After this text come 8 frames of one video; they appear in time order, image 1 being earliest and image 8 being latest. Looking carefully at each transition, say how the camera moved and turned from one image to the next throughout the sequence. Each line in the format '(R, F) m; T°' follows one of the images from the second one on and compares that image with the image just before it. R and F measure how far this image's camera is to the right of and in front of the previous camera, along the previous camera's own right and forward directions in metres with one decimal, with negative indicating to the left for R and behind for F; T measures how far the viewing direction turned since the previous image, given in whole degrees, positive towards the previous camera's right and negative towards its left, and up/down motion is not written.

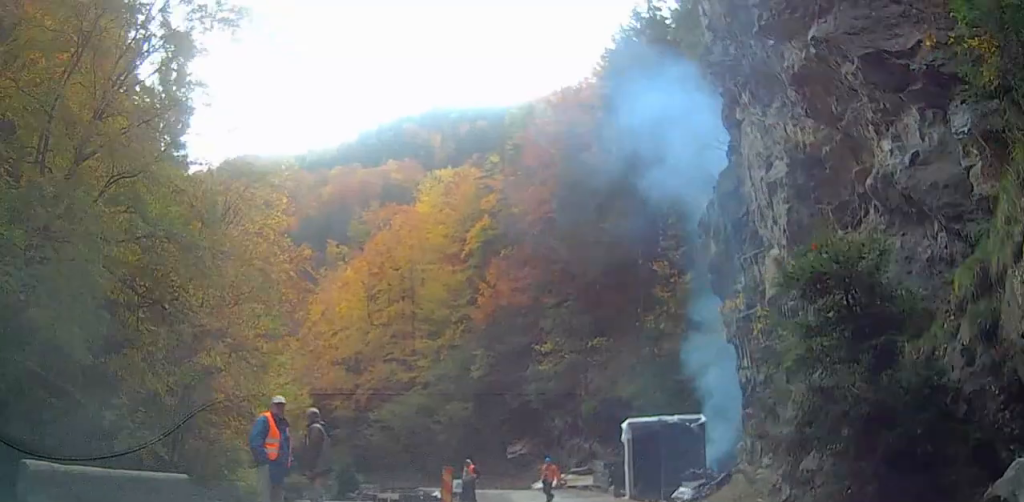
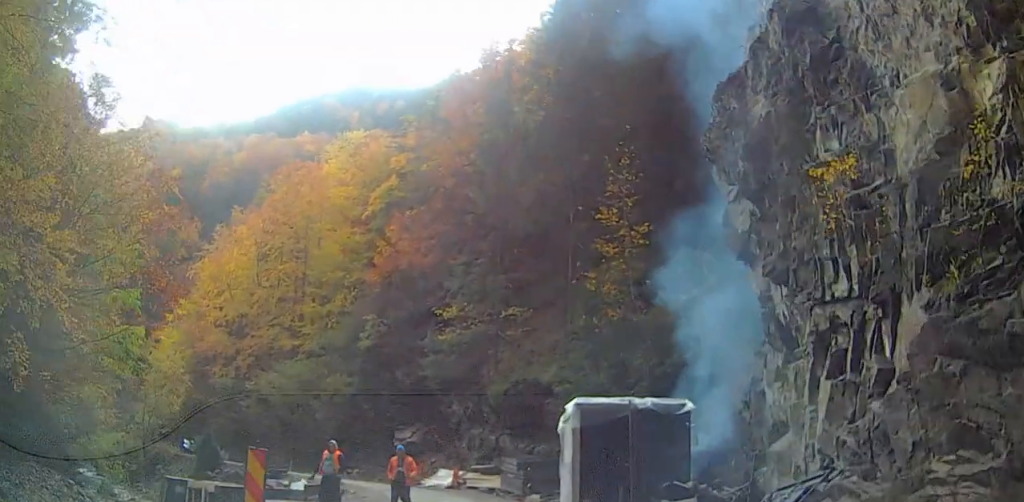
(+1.4, +9.2) m; +9°
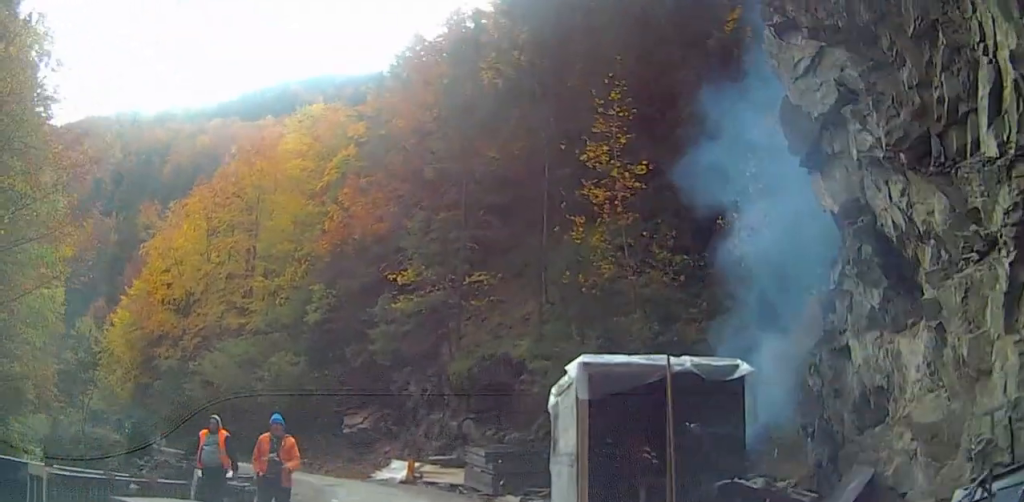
(-0.4, +5.2) m; +1°
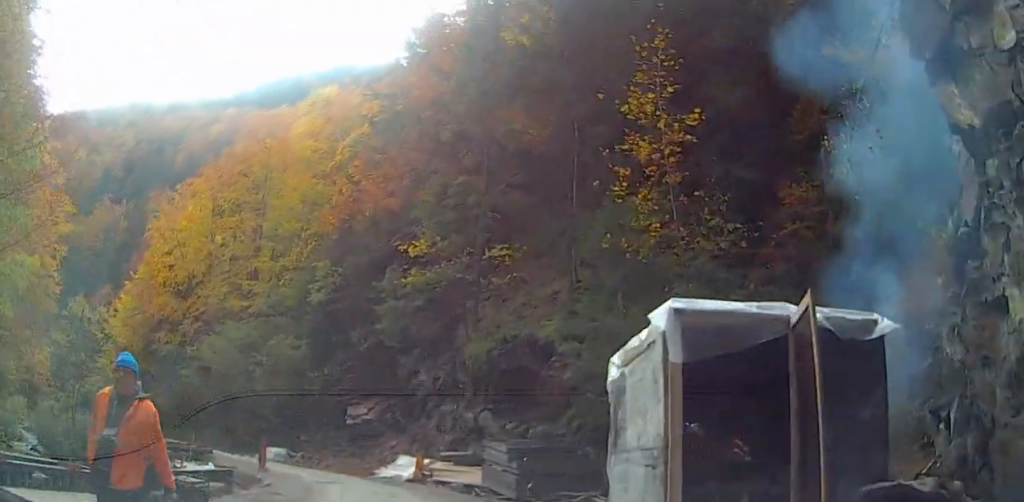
(+0.3, +3.6) m; +3°
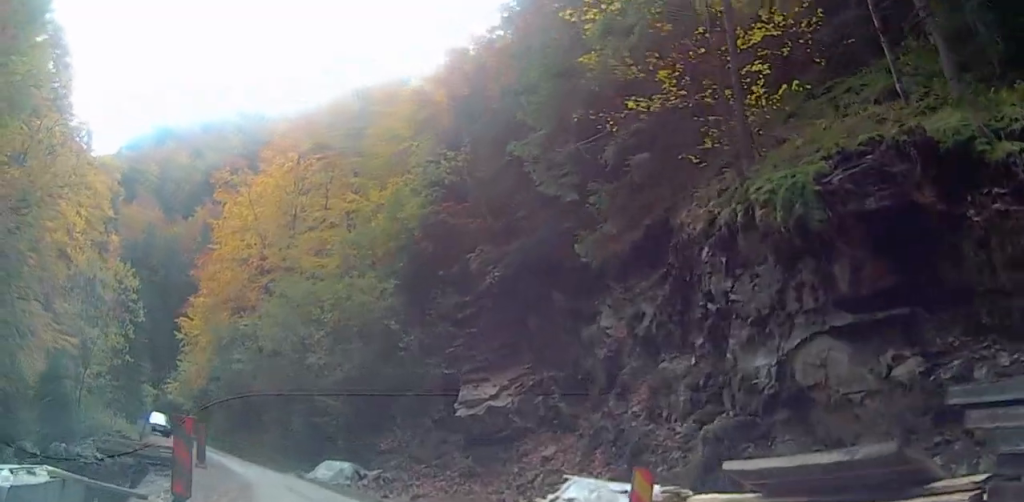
(-1.7, +15.4) m; -22°
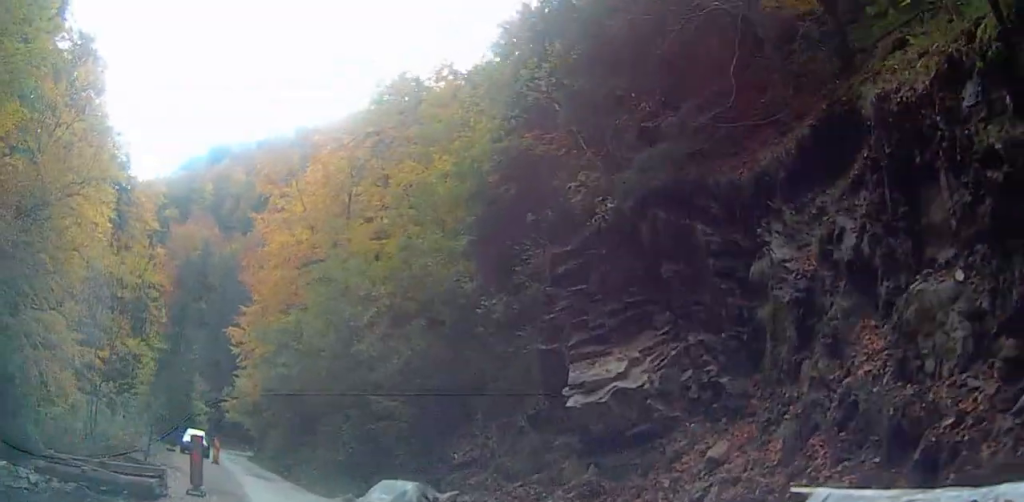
(-0.8, +5.5) m; 0°
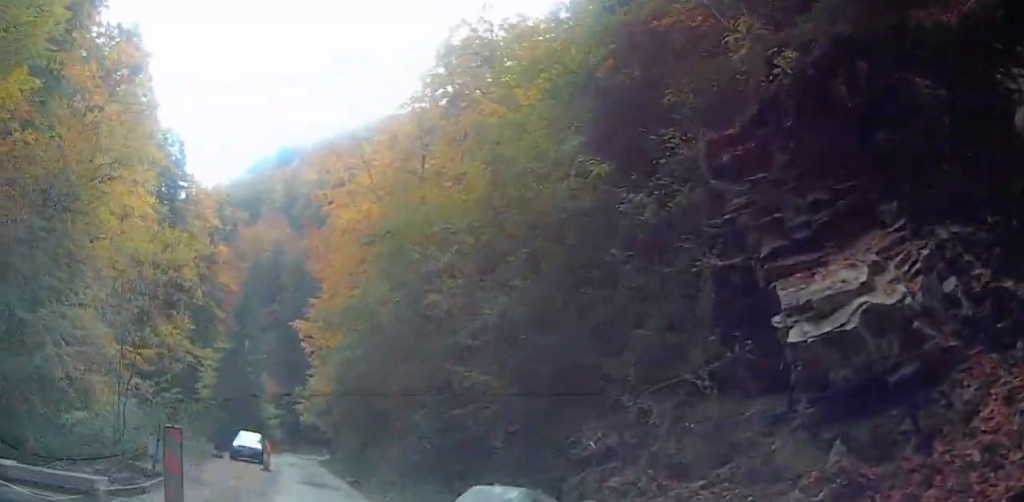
(+0.6, +5.0) m; -1°
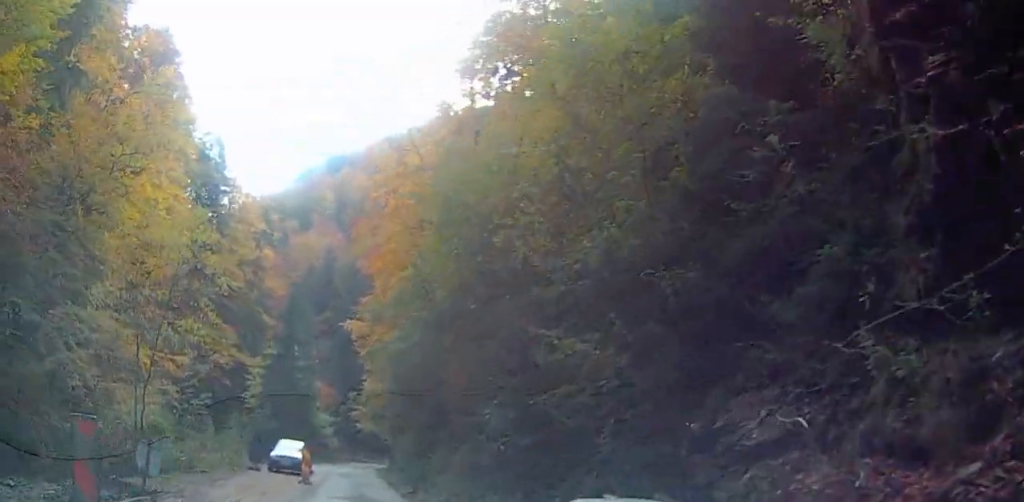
(+0.1, +3.6) m; -2°
